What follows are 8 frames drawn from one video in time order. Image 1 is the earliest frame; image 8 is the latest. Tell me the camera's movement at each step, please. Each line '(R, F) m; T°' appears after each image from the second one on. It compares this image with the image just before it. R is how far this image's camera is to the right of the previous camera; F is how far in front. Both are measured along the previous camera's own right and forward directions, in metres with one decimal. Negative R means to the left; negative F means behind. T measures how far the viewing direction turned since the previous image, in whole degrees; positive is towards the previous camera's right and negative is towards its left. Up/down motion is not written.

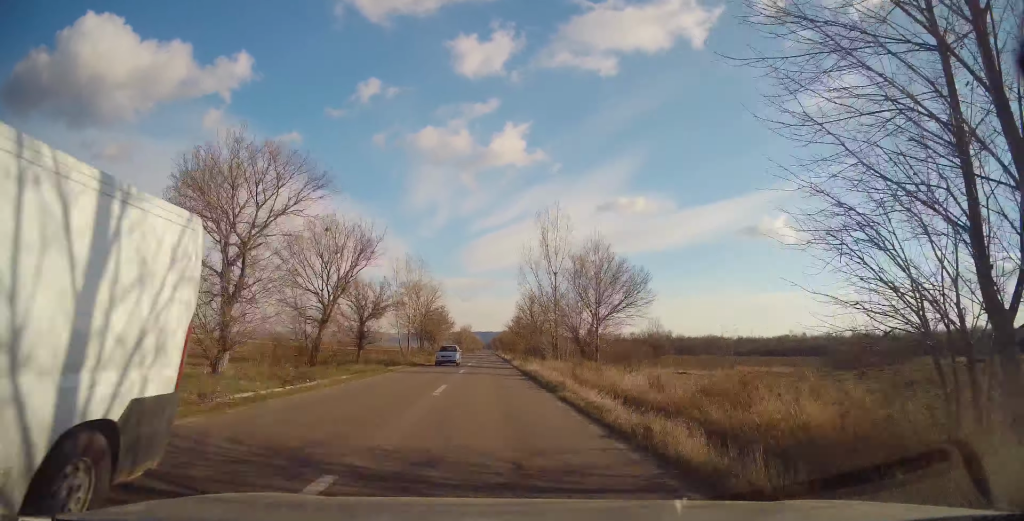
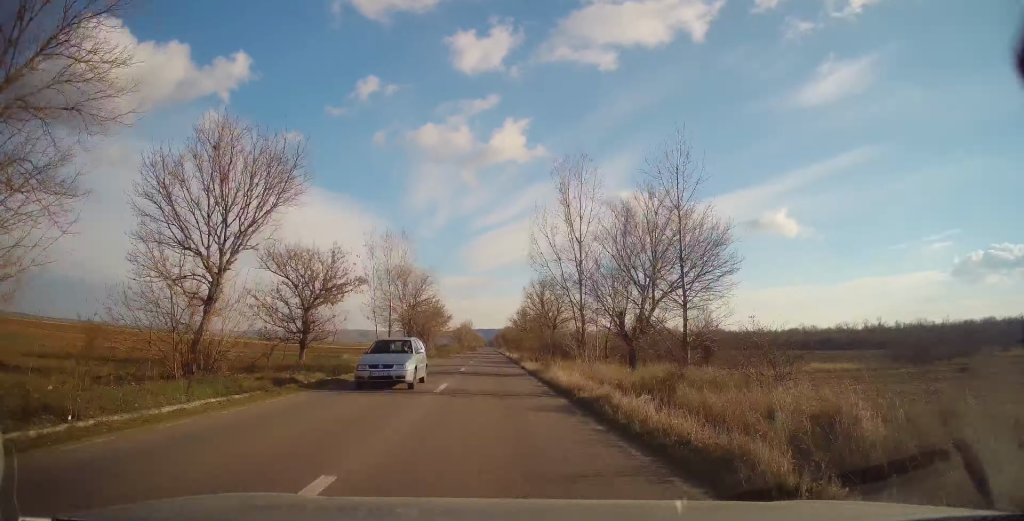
(-0.2, +12.3) m; 0°
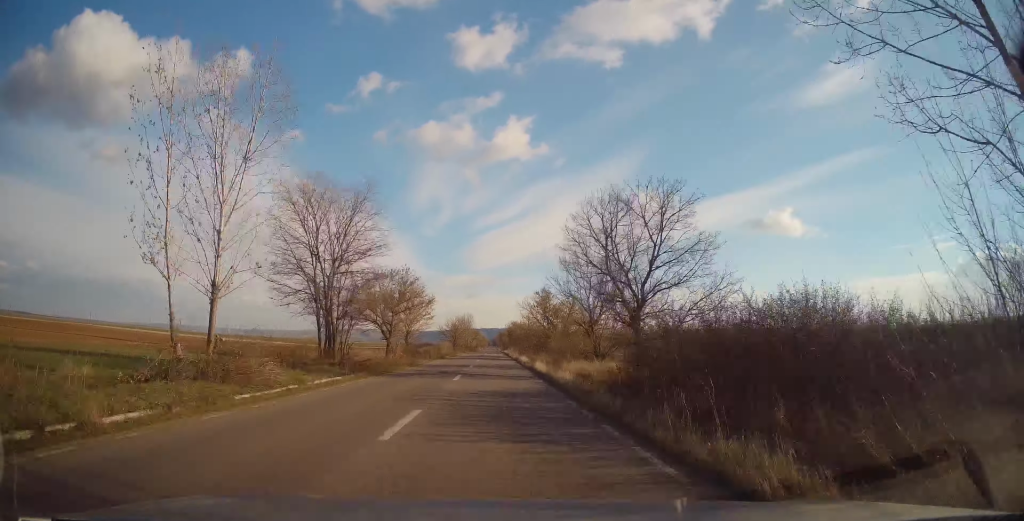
(+0.4, +31.1) m; +1°
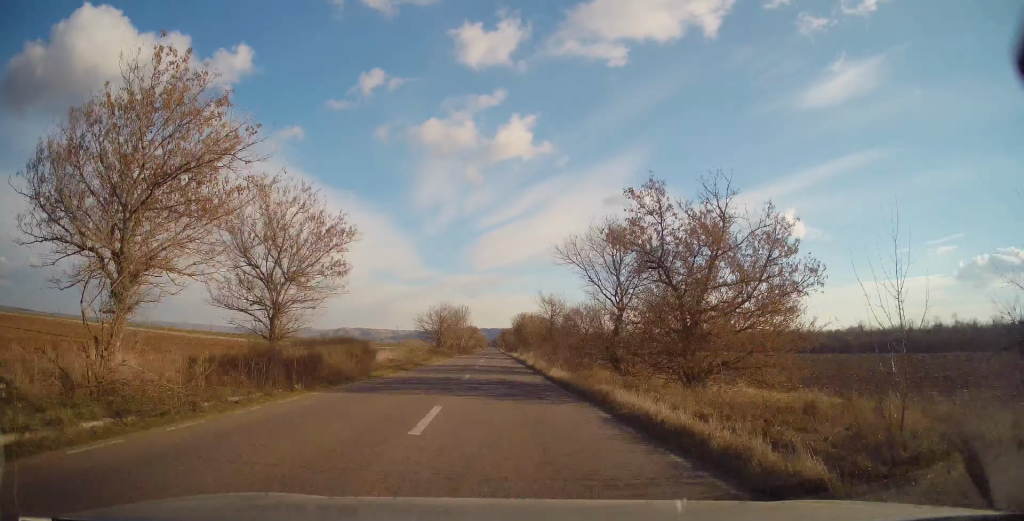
(-0.3, +34.8) m; -1°
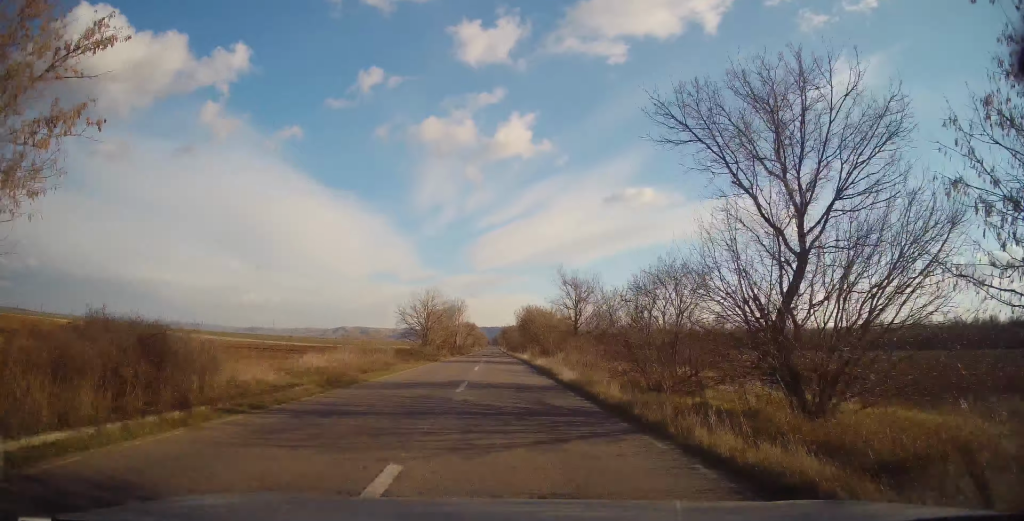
(-0.3, +17.1) m; 0°
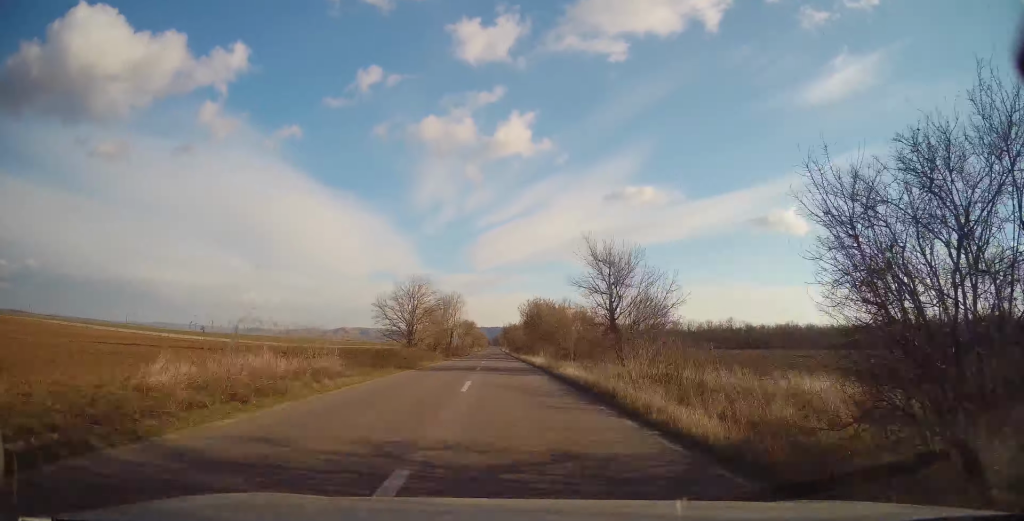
(0.0, +12.5) m; 0°
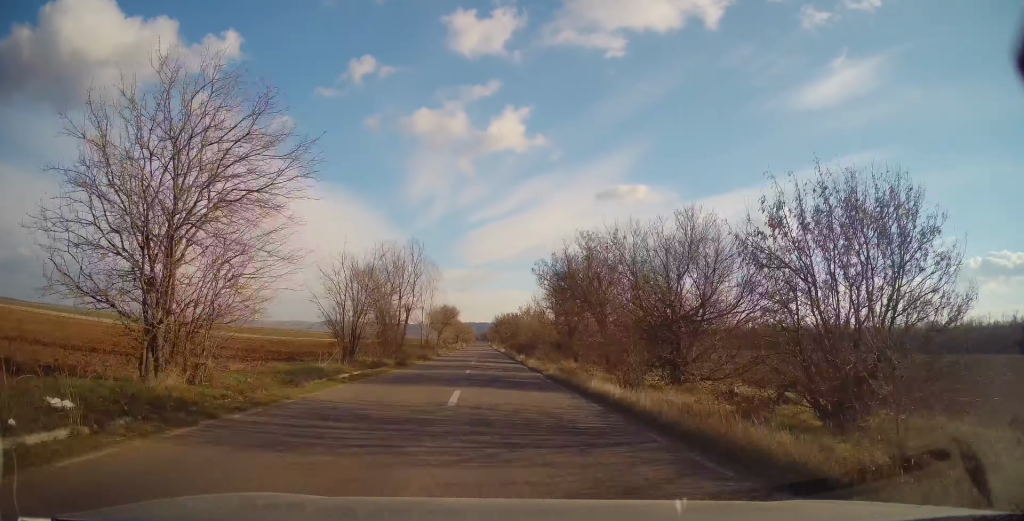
(+0.5, +39.8) m; +1°
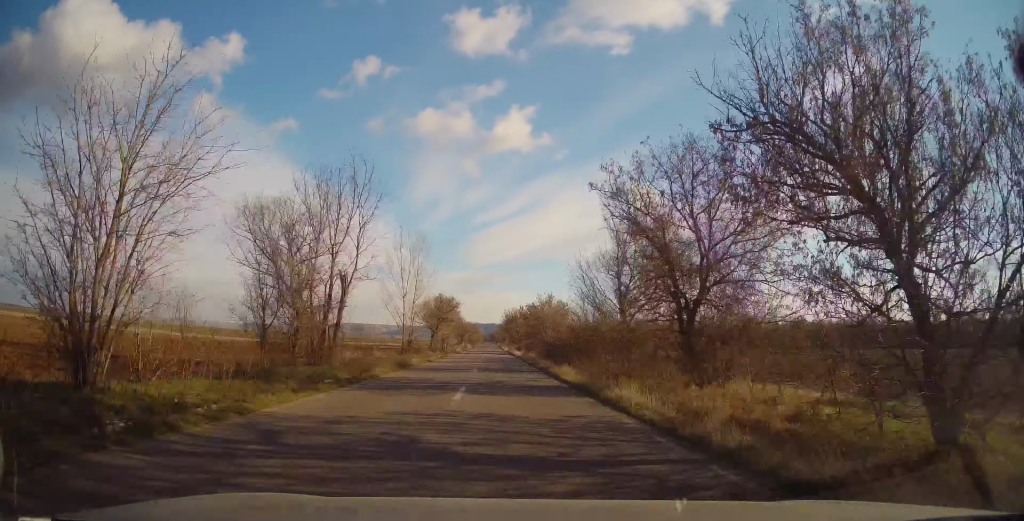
(0.0, +22.2) m; 0°
